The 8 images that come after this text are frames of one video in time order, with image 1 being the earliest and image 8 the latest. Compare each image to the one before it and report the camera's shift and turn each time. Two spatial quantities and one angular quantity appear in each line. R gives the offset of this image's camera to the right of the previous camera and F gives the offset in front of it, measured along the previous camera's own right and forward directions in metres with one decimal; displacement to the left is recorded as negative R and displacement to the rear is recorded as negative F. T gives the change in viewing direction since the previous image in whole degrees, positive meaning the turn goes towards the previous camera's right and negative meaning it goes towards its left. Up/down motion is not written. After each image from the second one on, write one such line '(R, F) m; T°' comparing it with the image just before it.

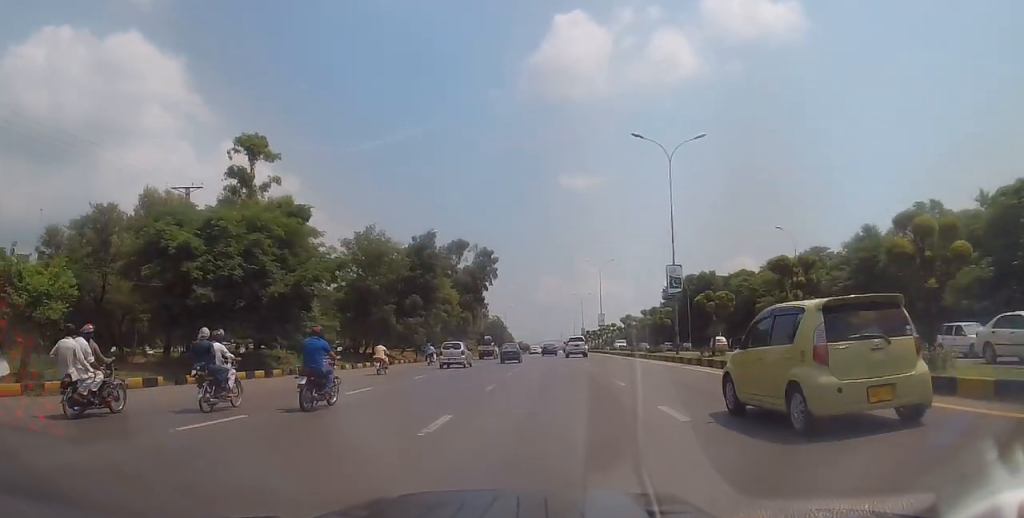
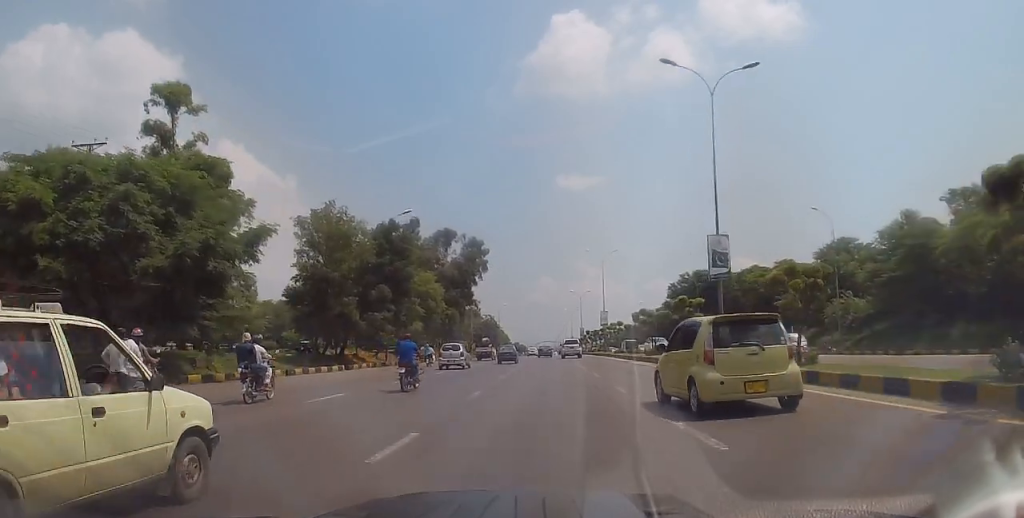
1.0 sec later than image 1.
(+0.4, +10.3) m; +1°
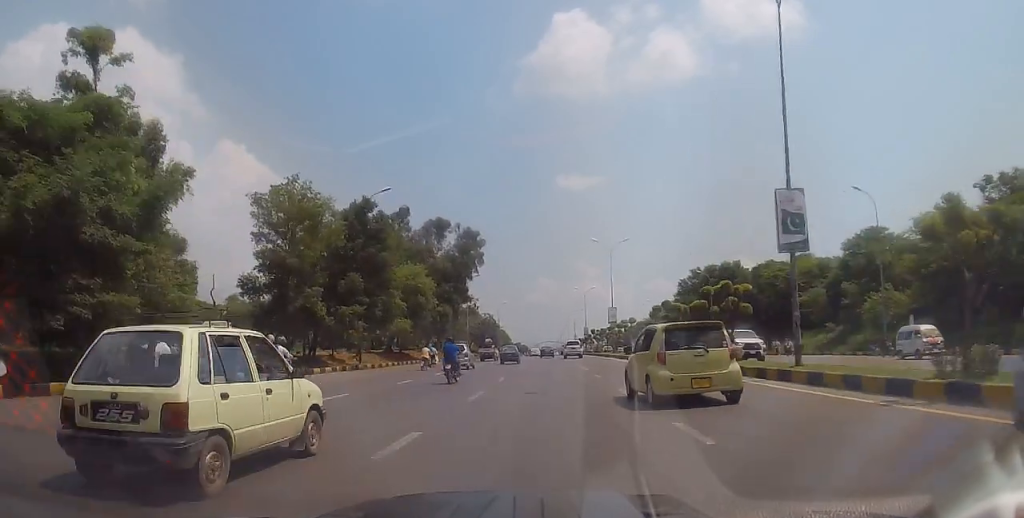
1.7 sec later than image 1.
(-0.1, +7.9) m; -3°
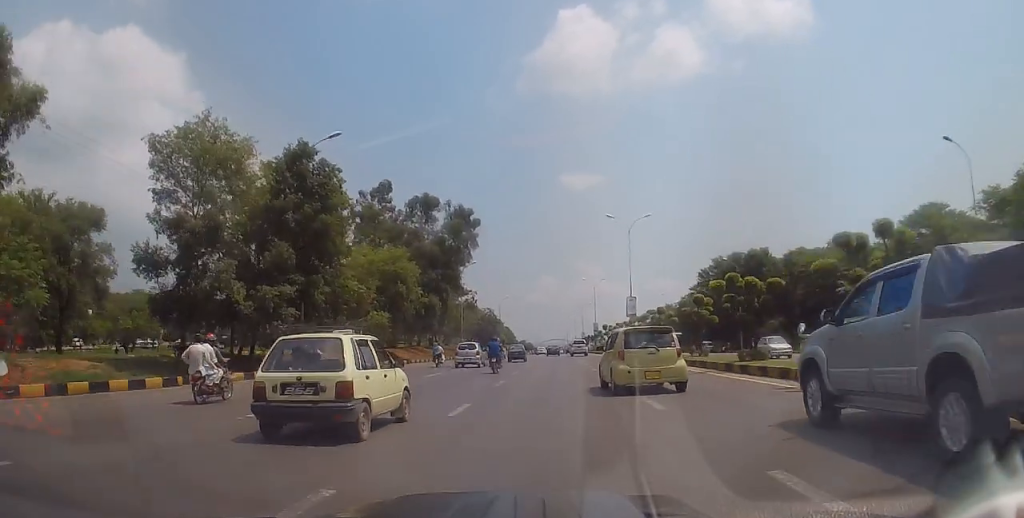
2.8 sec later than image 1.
(-0.5, +12.3) m; +1°
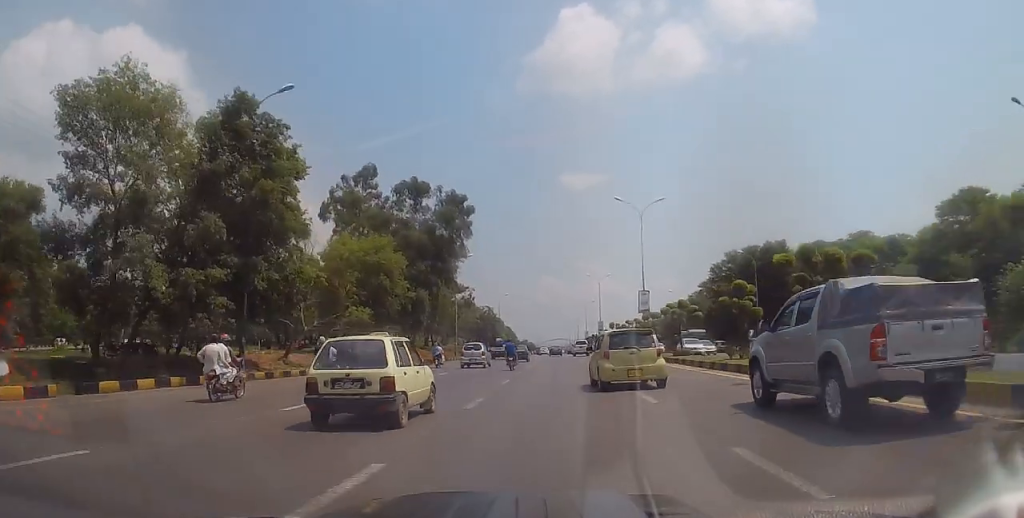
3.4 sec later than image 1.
(+0.4, +6.9) m; 0°
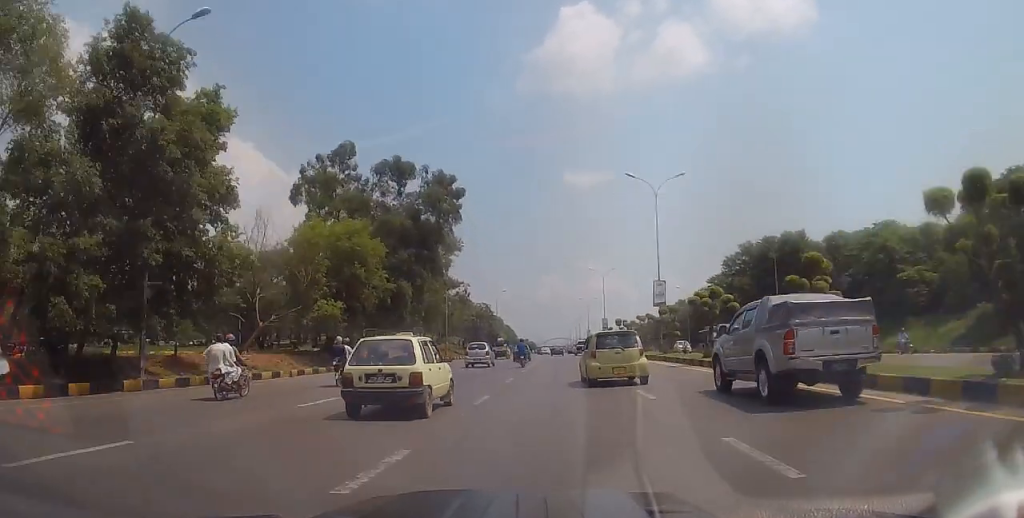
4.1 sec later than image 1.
(+0.2, +7.3) m; 0°
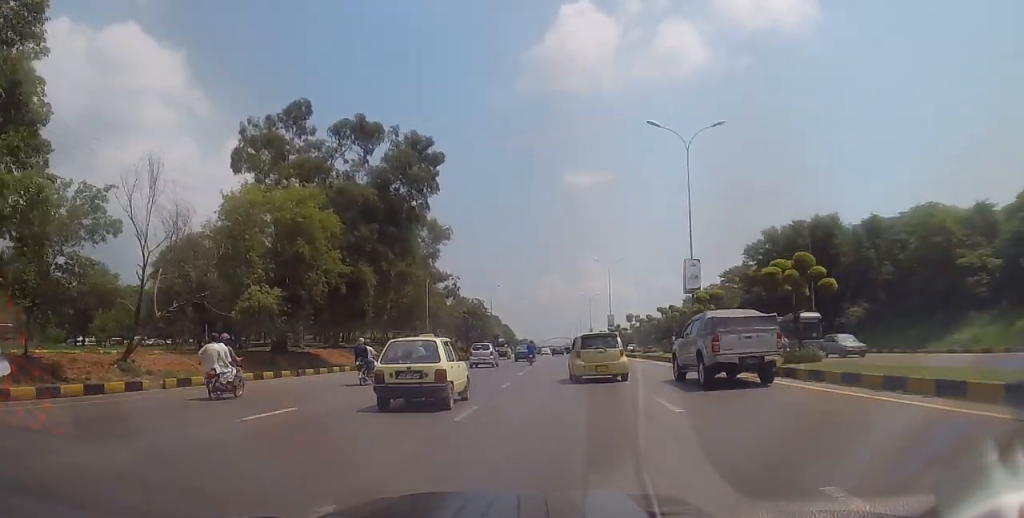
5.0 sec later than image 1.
(-0.5, +10.6) m; -1°
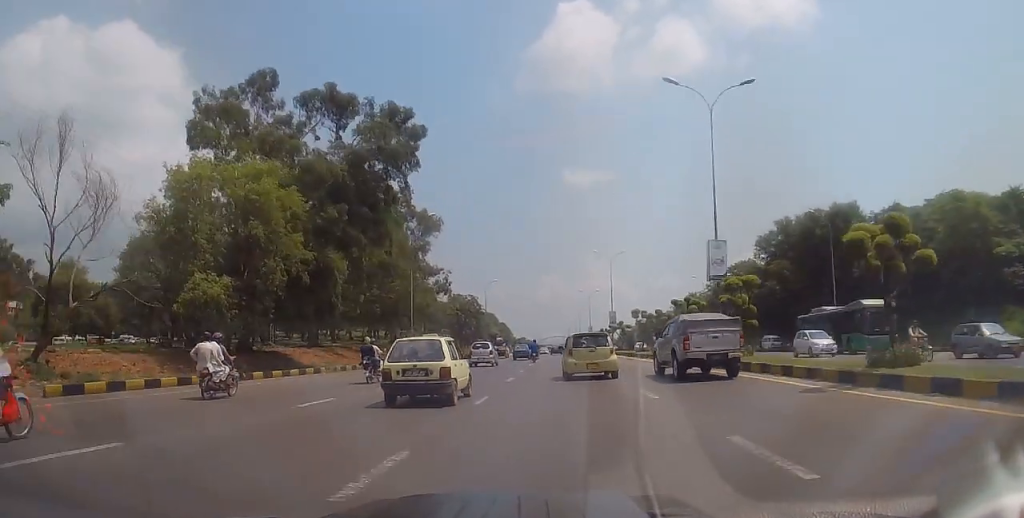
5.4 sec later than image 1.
(+0.2, +5.7) m; +1°
